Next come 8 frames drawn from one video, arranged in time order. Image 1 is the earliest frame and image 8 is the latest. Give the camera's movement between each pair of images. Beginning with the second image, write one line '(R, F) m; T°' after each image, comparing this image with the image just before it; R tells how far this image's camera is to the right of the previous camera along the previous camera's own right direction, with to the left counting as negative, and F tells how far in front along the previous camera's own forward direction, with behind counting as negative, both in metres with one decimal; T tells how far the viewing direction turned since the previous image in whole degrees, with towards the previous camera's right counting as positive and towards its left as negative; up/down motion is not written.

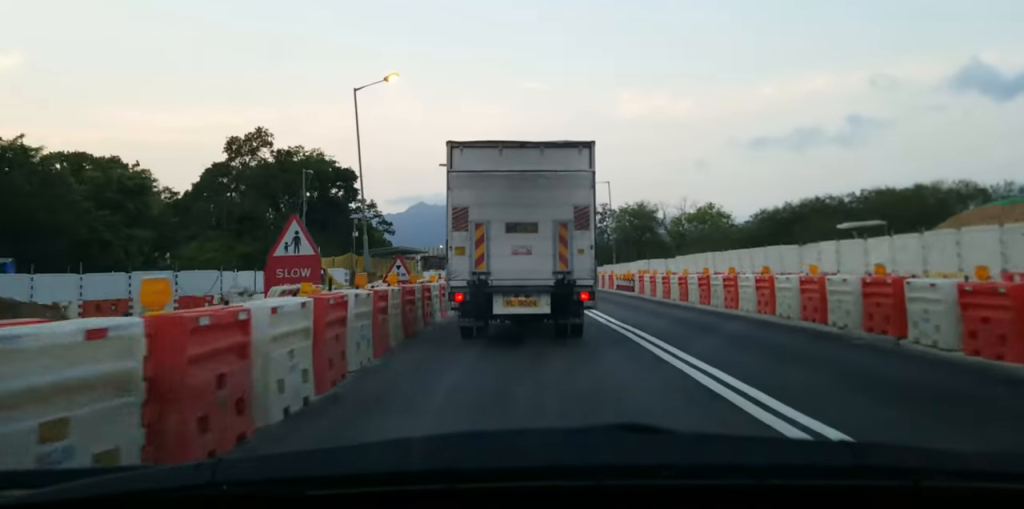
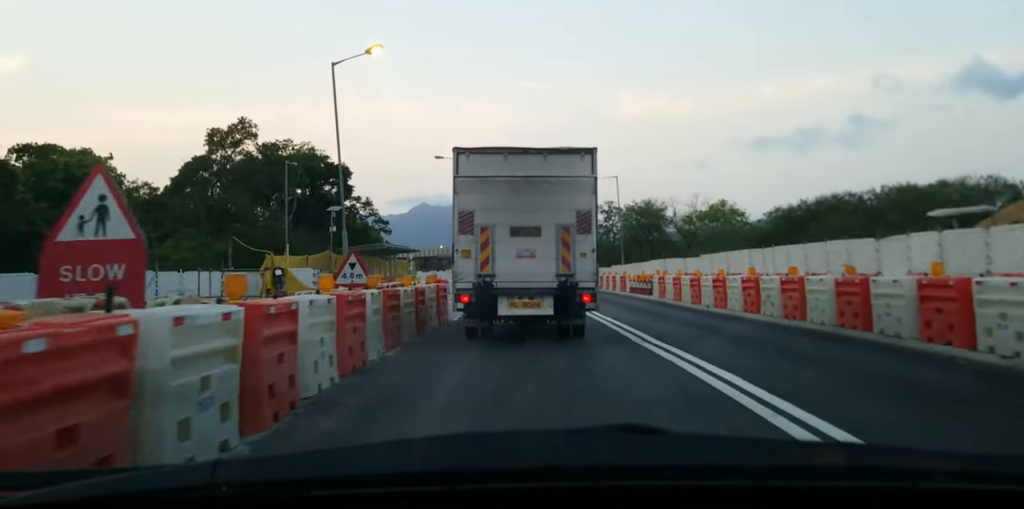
(+0.1, +4.9) m; -1°
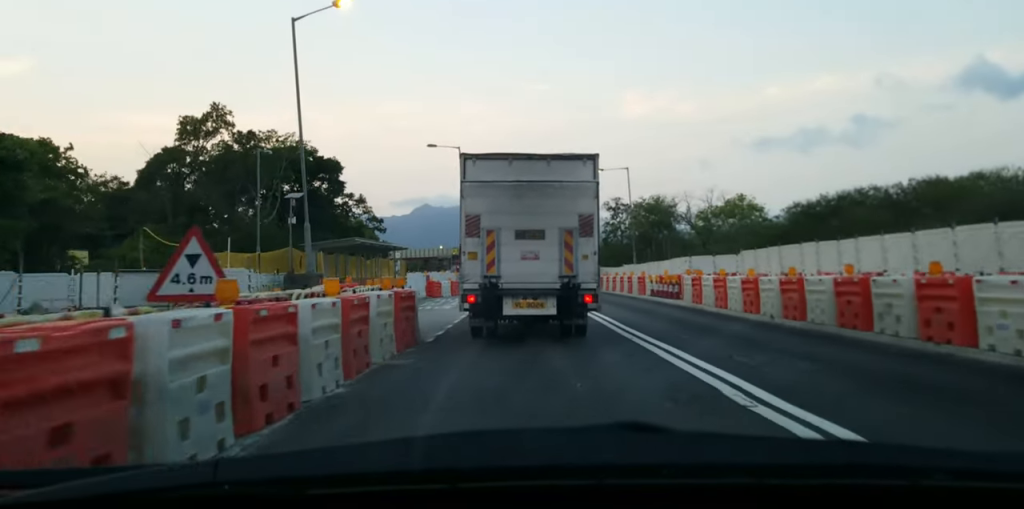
(-0.2, +6.2) m; 0°
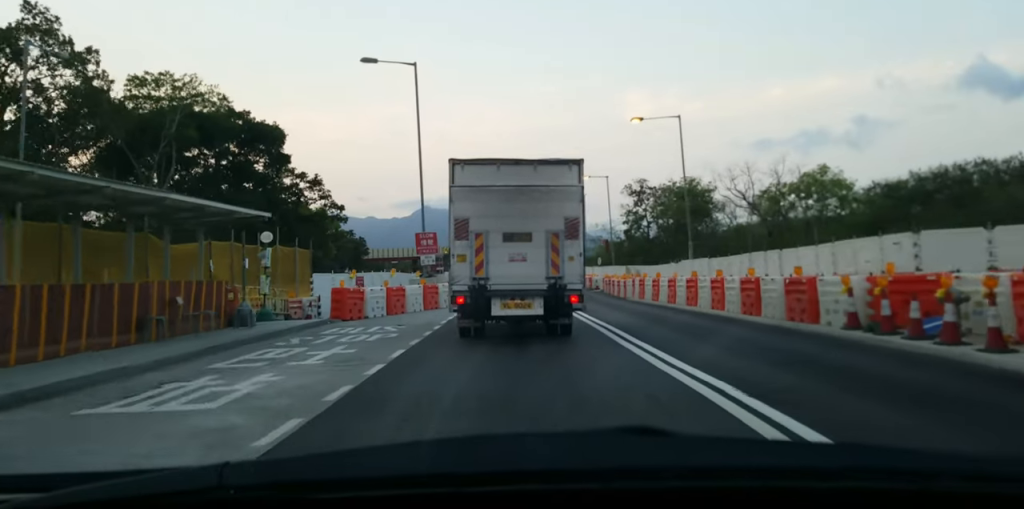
(-0.5, +20.8) m; 0°
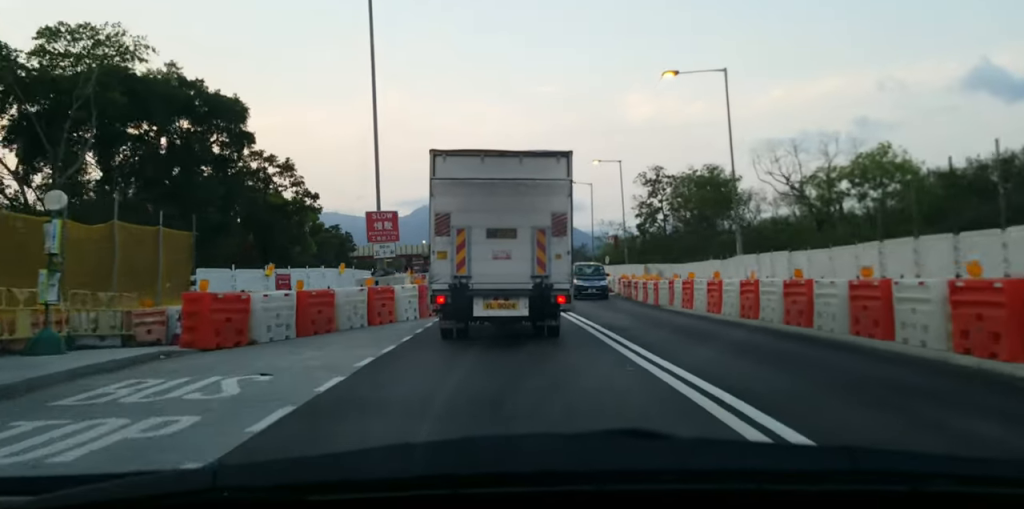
(+0.6, +9.1) m; +1°
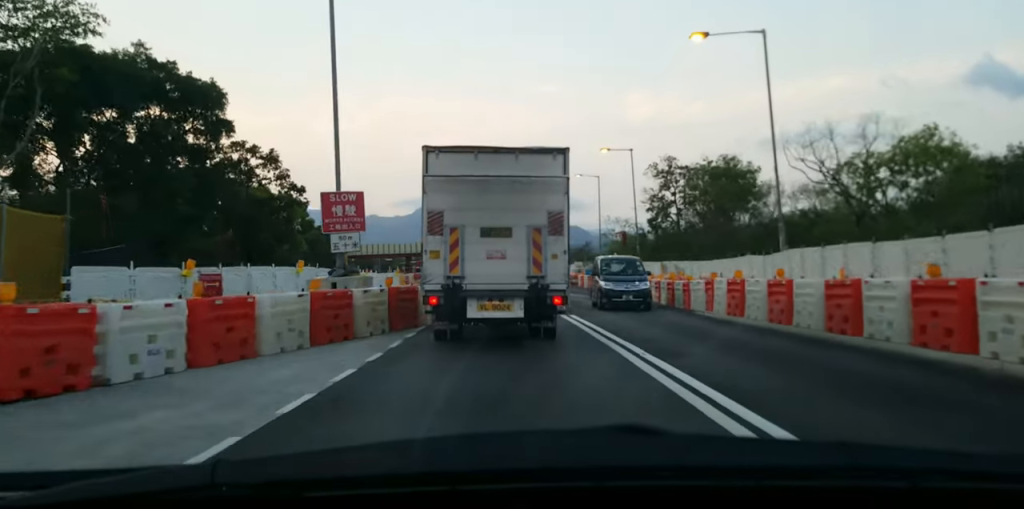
(-0.2, +5.2) m; -2°
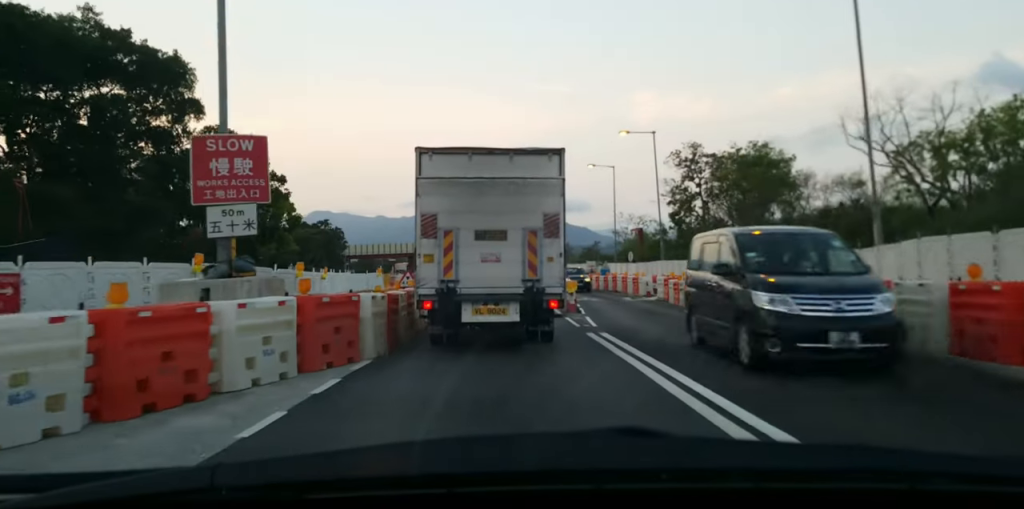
(-0.2, +6.7) m; -2°
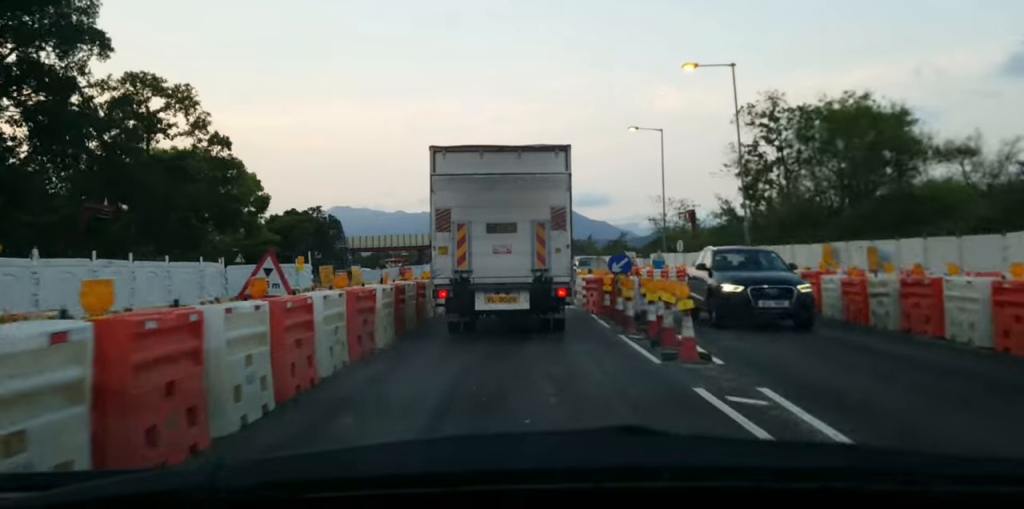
(0.0, +14.9) m; 0°
